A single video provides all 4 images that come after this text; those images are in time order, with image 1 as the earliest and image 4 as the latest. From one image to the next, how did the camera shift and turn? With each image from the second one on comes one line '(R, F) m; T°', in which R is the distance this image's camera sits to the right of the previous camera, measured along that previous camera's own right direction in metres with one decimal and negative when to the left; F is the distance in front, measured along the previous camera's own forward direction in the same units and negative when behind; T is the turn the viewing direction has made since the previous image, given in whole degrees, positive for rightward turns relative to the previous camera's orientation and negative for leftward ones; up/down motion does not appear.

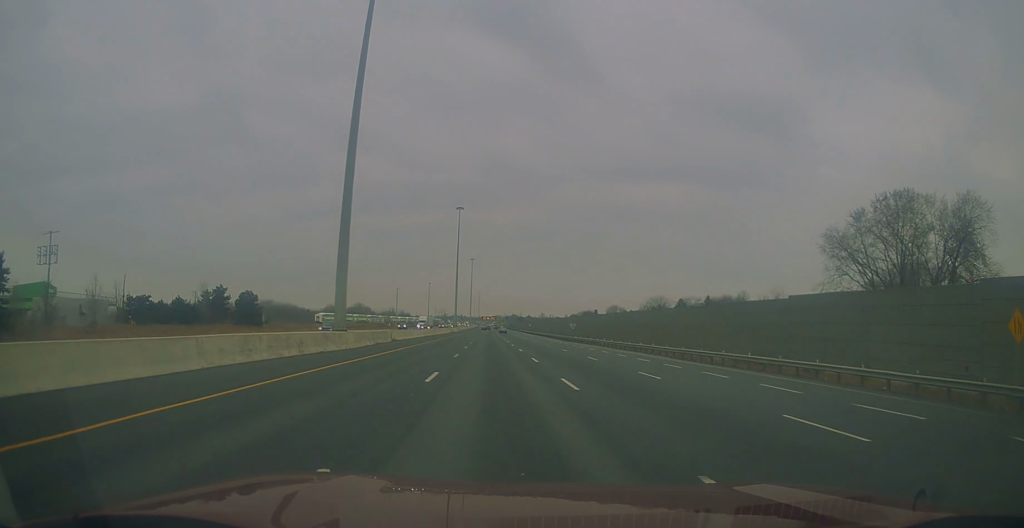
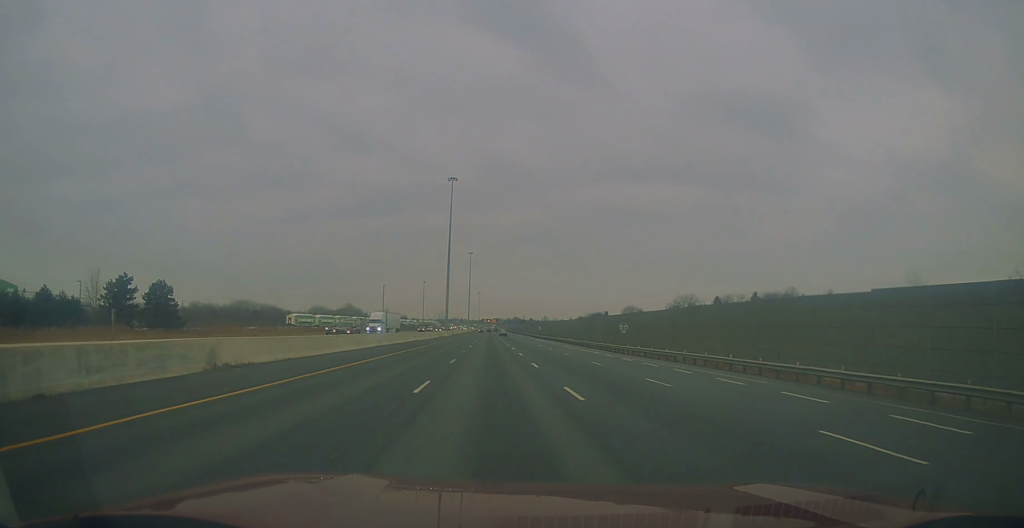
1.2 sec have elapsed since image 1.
(-0.6, +38.4) m; -1°
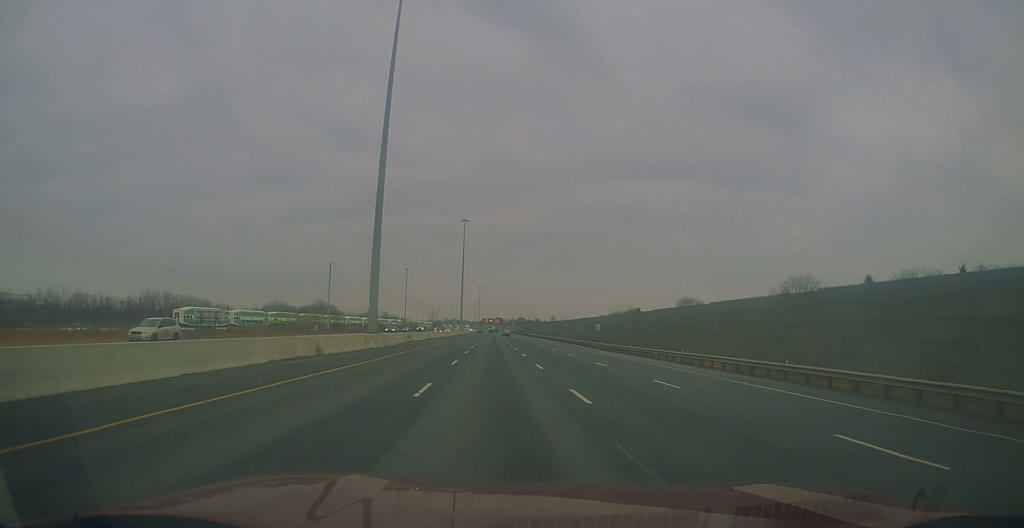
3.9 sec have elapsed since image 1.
(+1.8, +86.3) m; +1°
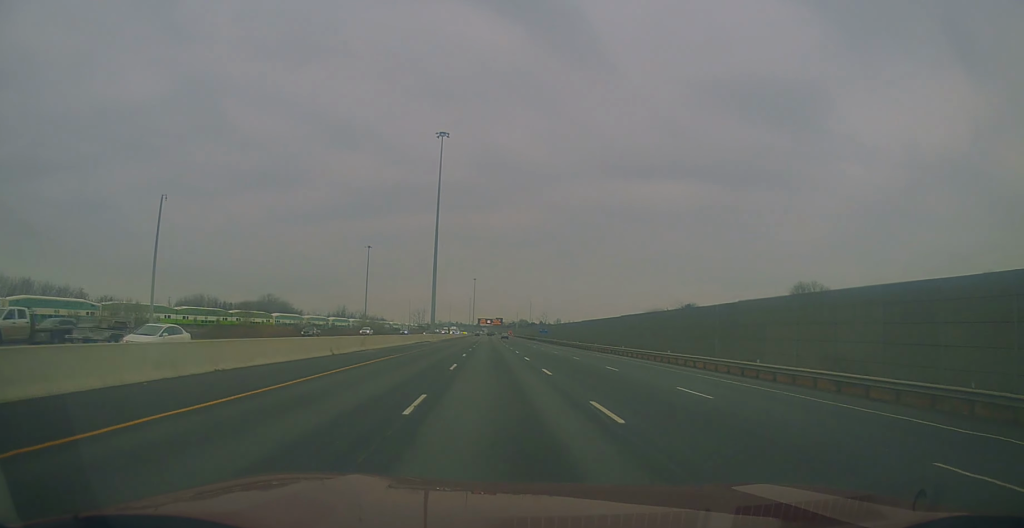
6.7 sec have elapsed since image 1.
(+0.1, +88.0) m; -1°
